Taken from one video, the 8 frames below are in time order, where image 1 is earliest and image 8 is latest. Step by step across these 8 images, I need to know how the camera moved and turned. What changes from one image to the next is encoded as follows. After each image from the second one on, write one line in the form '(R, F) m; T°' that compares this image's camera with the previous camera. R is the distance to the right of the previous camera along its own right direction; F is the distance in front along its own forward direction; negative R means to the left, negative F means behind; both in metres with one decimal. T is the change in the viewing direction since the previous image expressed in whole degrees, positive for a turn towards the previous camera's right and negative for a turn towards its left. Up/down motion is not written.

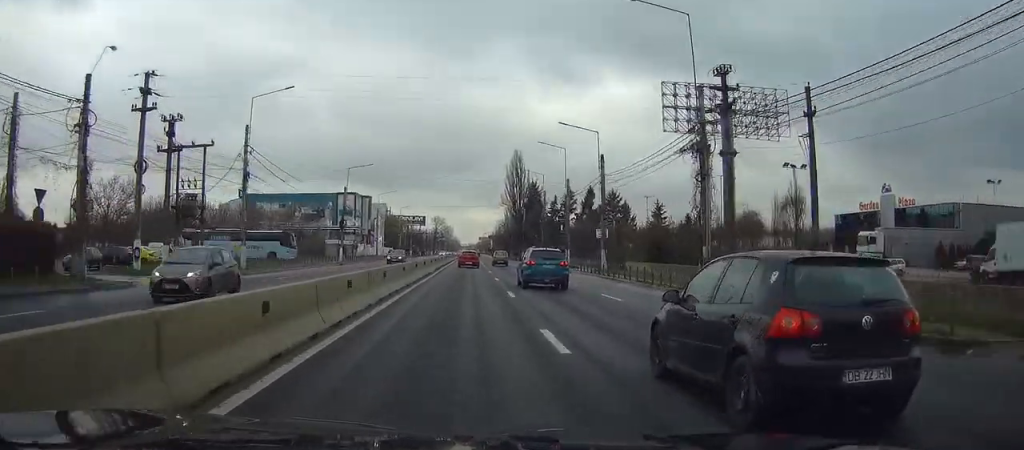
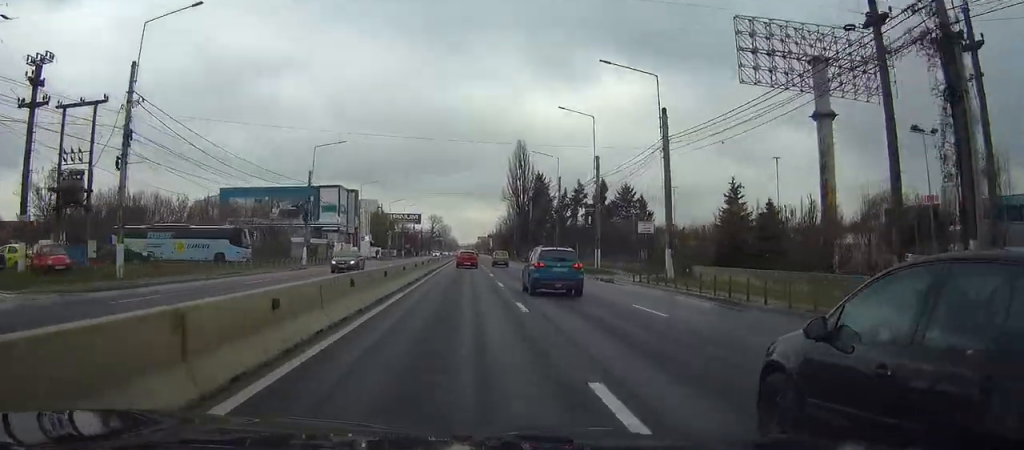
(0.0, +17.6) m; 0°
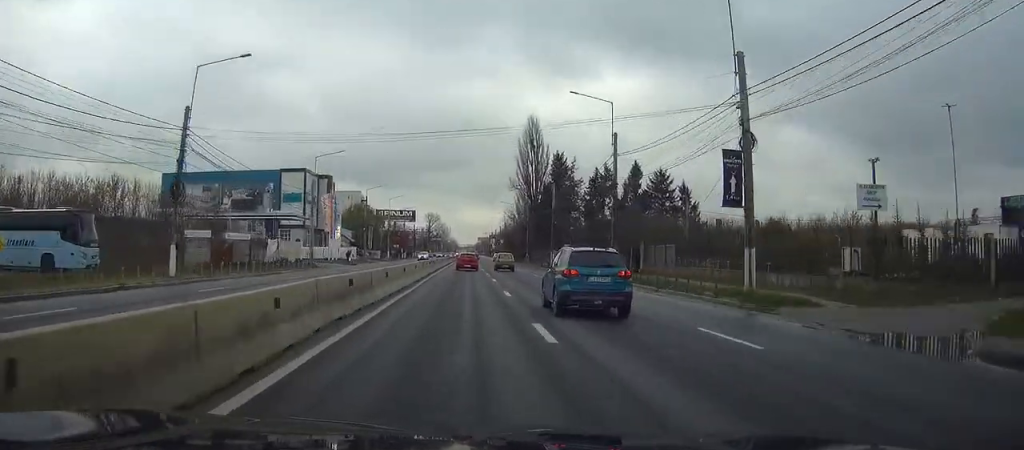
(+0.1, +30.0) m; 0°
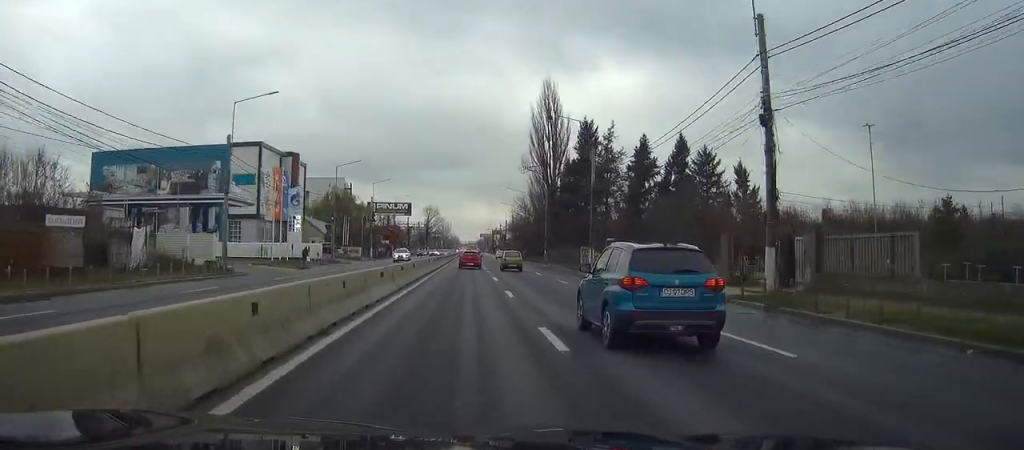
(0.0, +25.5) m; 0°
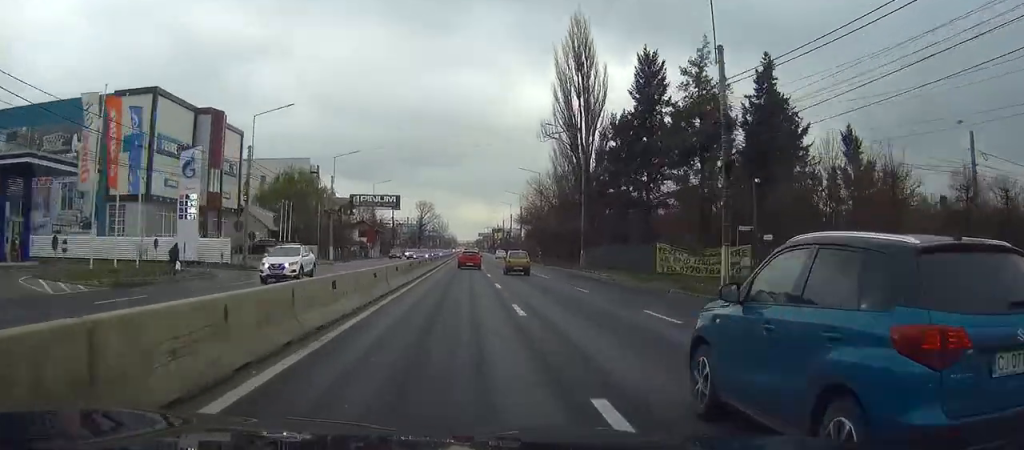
(0.0, +30.7) m; 0°
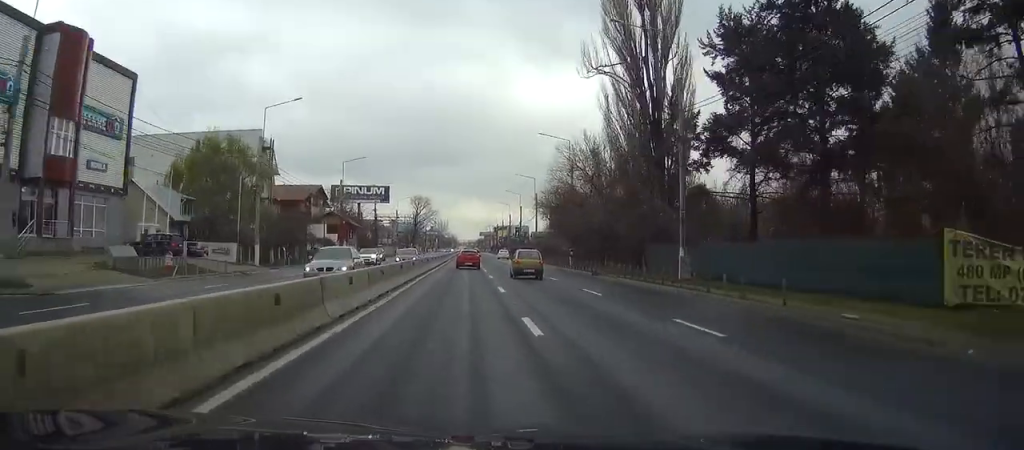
(0.0, +28.1) m; 0°
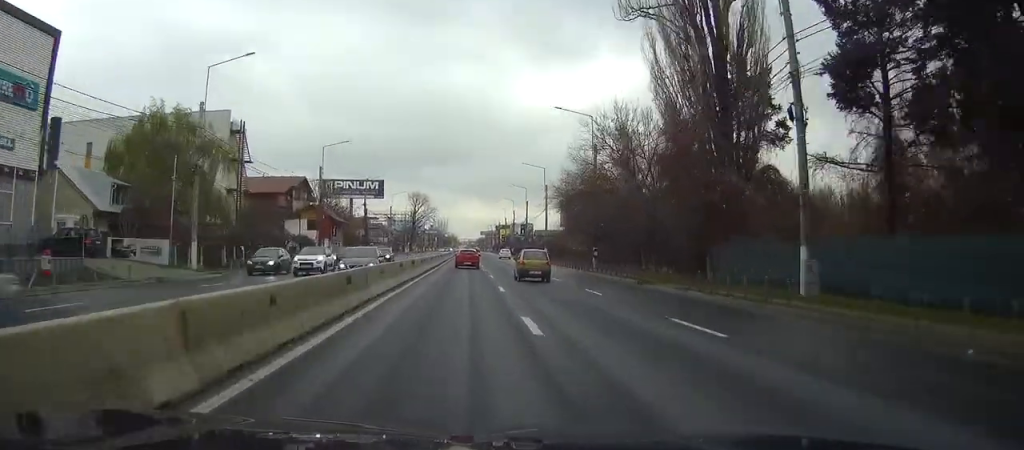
(0.0, +12.3) m; 0°
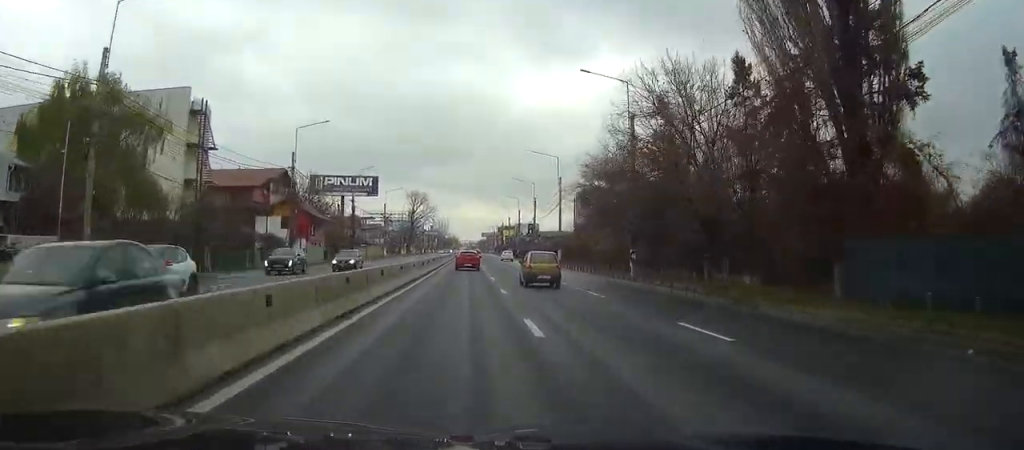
(0.0, +12.3) m; 0°
